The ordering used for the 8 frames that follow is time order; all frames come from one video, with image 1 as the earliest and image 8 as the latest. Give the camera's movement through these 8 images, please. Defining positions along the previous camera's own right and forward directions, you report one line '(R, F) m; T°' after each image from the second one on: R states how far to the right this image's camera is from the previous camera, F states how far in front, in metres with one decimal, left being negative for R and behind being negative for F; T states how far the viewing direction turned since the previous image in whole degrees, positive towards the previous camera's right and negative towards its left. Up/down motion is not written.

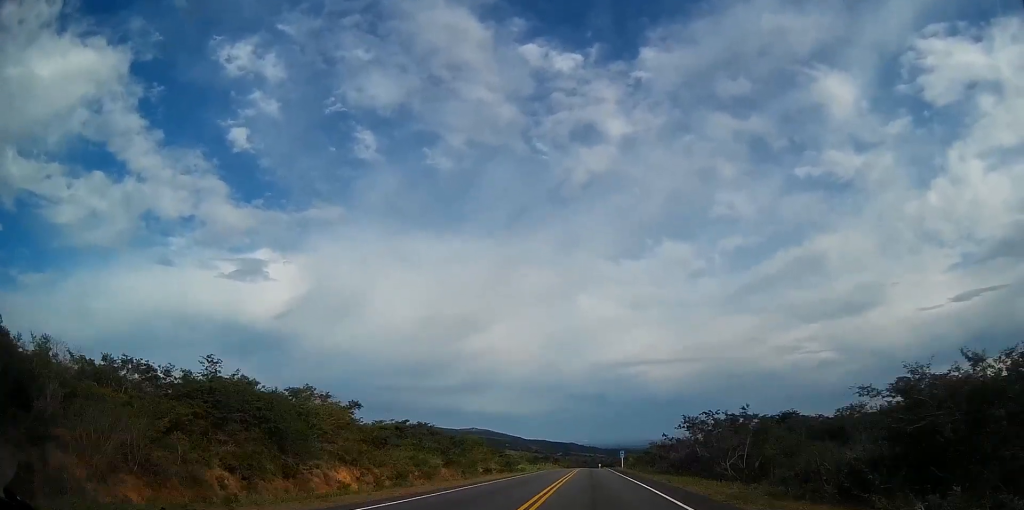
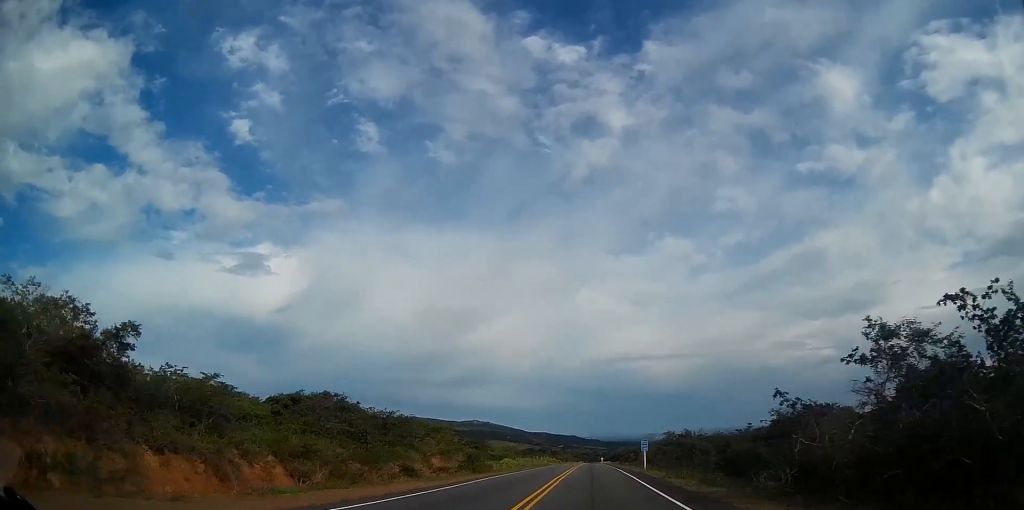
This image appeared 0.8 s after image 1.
(-0.1, +32.2) m; 0°
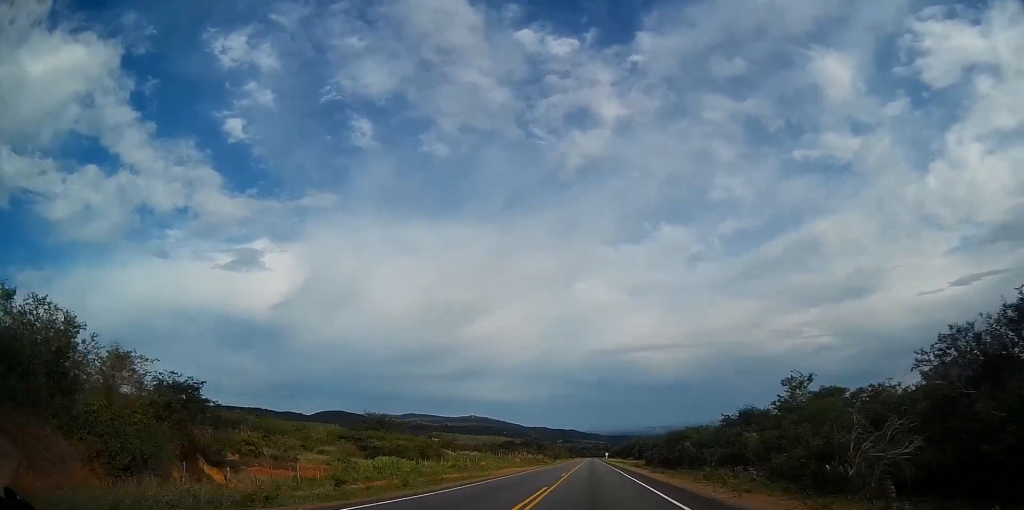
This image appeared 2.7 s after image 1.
(-0.1, +81.7) m; 0°
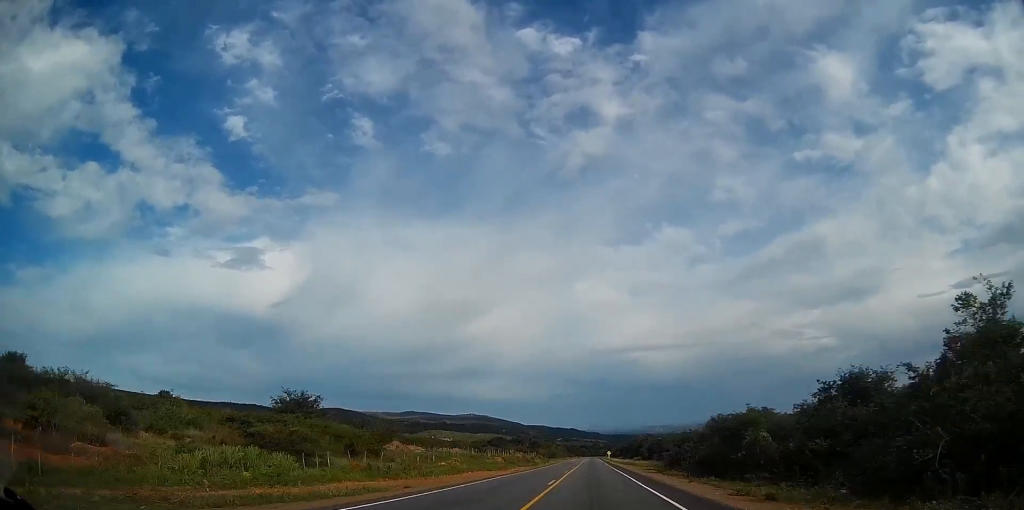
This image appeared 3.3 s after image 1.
(0.0, +25.7) m; 0°
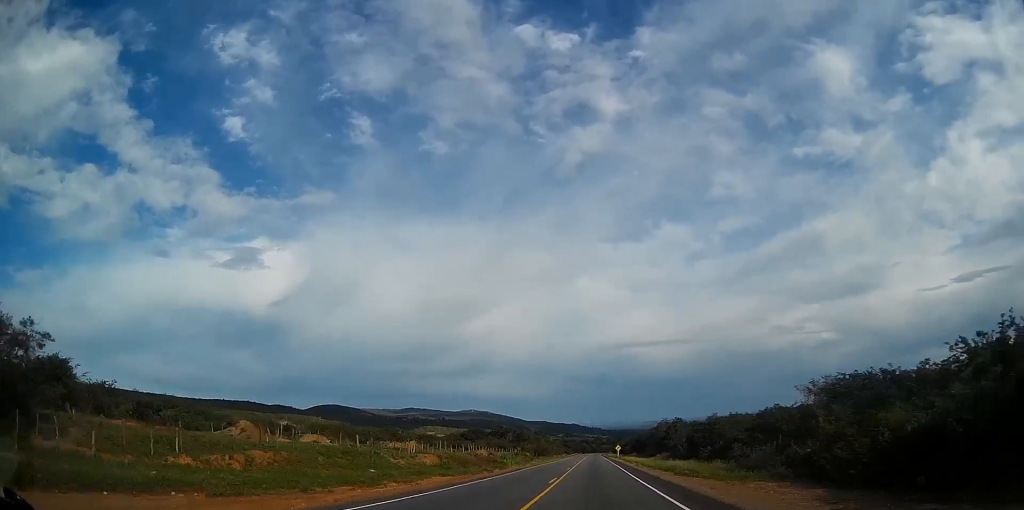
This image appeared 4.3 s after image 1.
(-0.1, +45.1) m; 0°
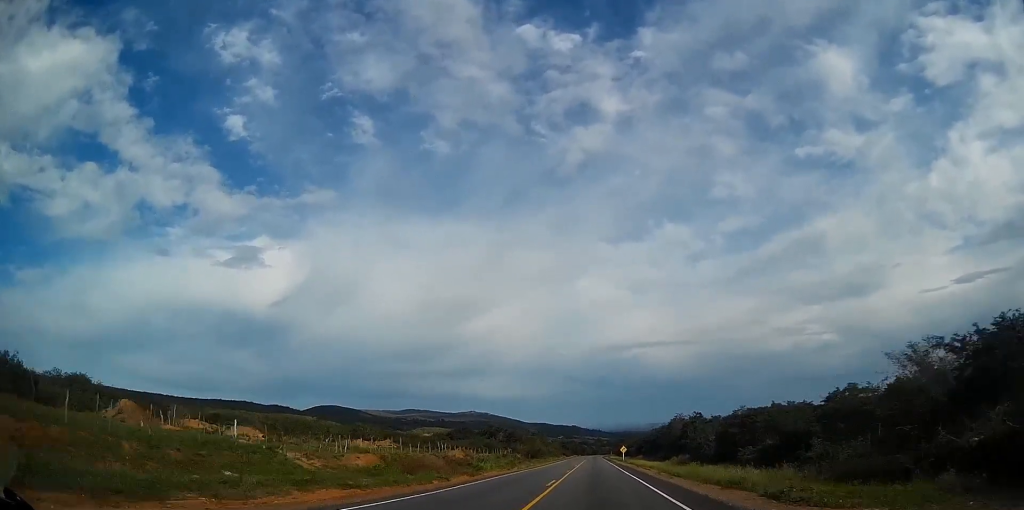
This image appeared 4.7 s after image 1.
(+0.1, +17.5) m; 0°
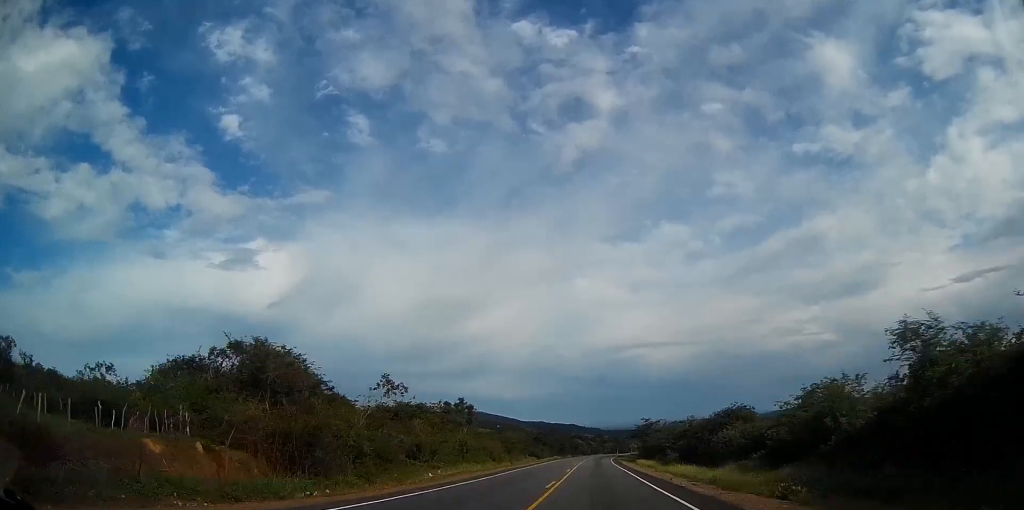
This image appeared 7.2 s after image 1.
(+0.1, +110.7) m; 0°
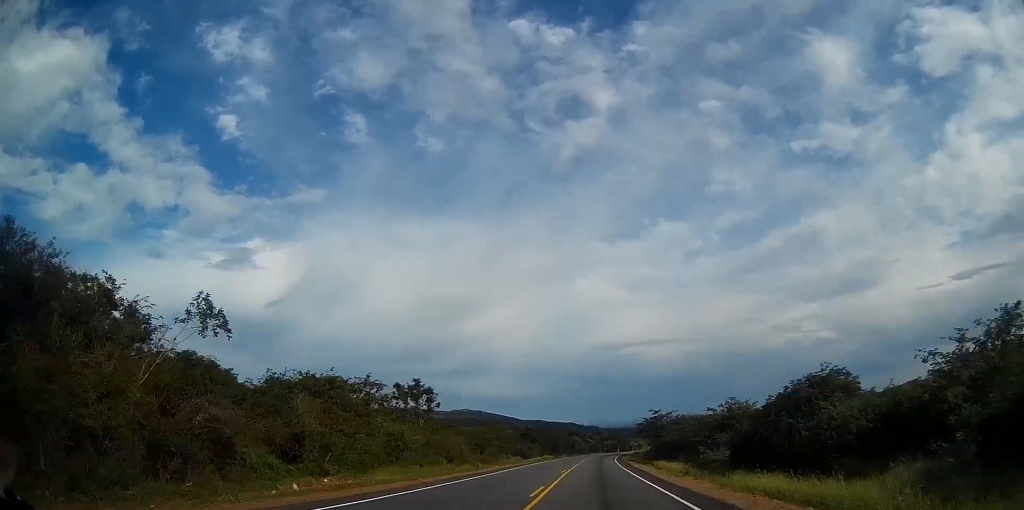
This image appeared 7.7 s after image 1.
(0.0, +21.1) m; 0°
